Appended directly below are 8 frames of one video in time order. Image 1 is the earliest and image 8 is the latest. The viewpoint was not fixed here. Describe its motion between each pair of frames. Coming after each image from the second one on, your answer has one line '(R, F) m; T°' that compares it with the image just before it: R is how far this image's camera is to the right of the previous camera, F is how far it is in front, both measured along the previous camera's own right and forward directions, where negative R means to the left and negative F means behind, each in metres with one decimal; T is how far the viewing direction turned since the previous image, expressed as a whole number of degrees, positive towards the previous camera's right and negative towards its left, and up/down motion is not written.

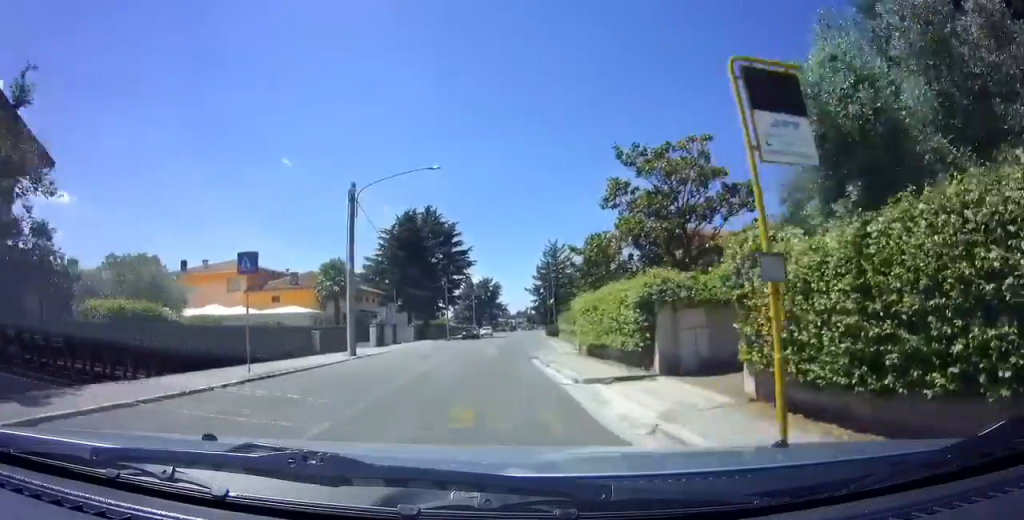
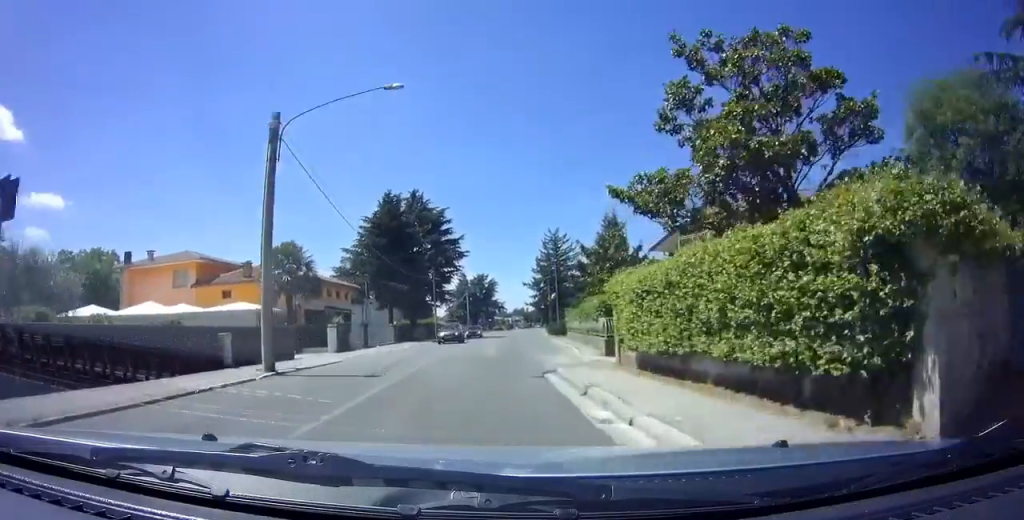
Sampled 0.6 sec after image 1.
(0.0, +8.4) m; 0°
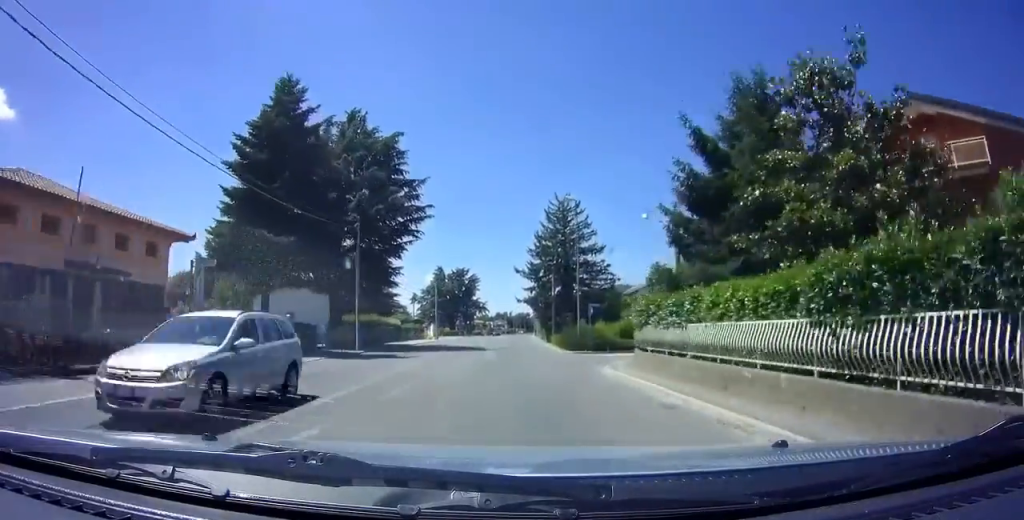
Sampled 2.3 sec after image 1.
(+0.5, +26.1) m; +3°
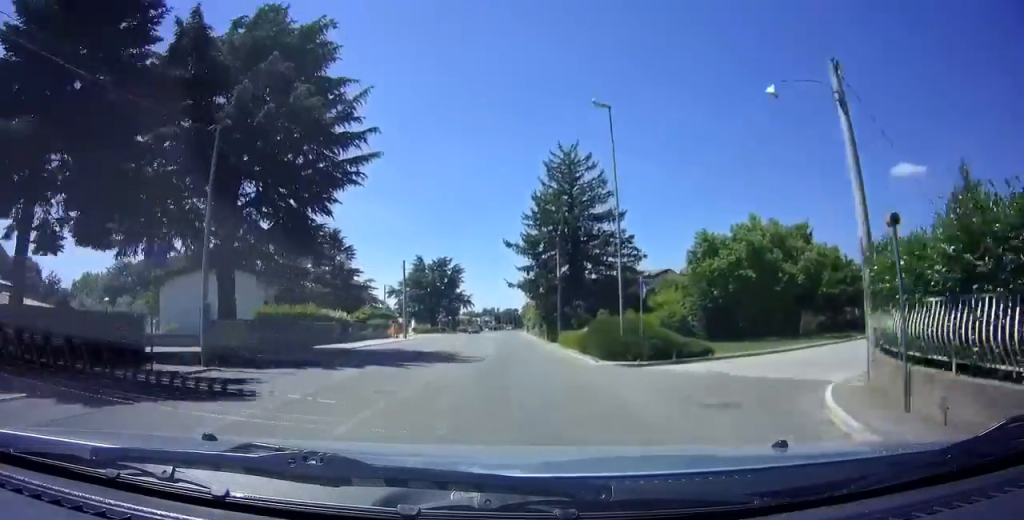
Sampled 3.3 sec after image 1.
(+0.1, +15.3) m; 0°
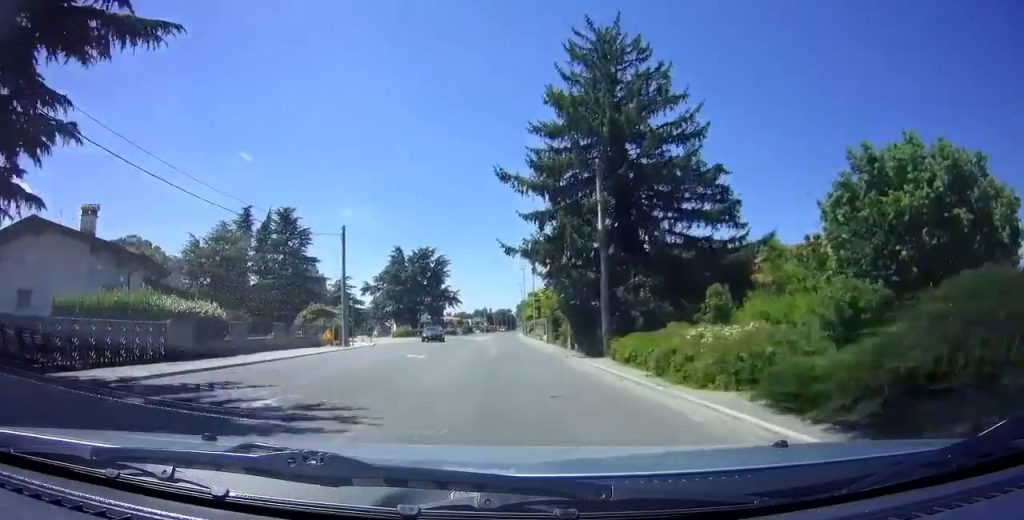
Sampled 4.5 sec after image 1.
(0.0, +19.0) m; 0°
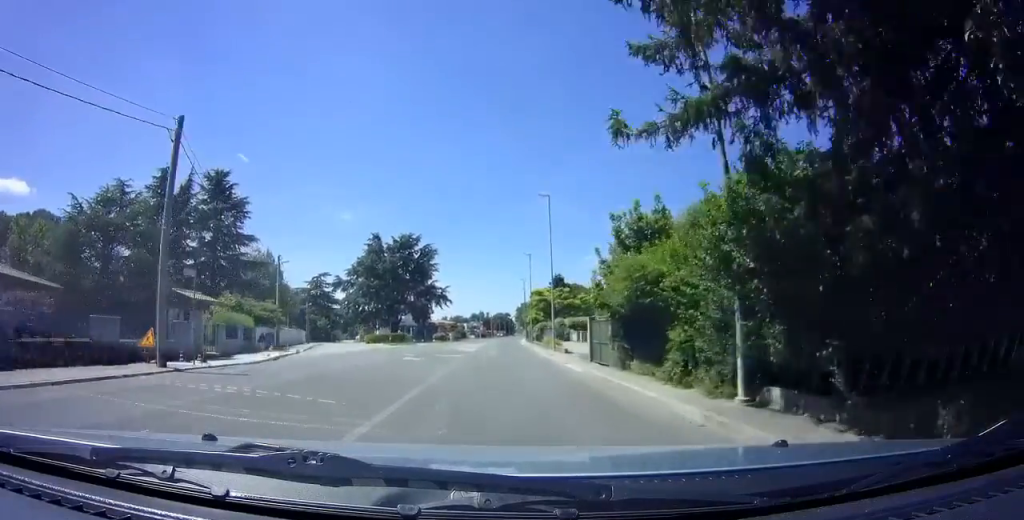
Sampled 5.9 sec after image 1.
(0.0, +20.8) m; +1°
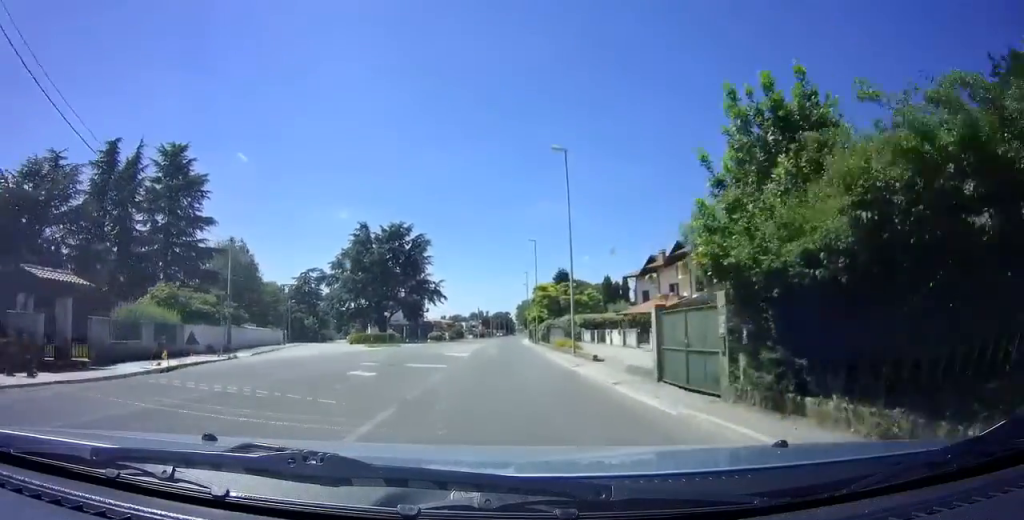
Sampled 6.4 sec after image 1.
(-0.1, +8.4) m; +1°
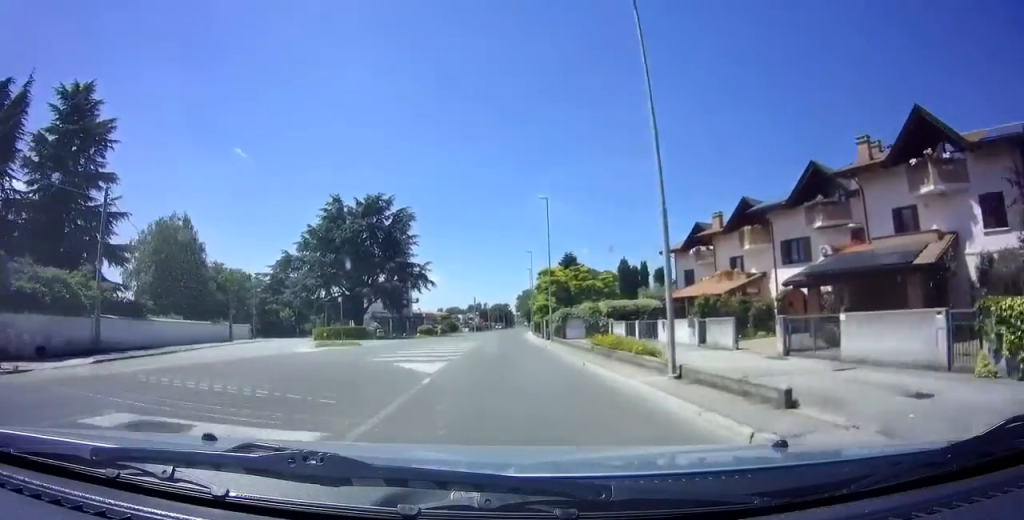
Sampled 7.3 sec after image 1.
(+0.3, +14.4) m; +1°
